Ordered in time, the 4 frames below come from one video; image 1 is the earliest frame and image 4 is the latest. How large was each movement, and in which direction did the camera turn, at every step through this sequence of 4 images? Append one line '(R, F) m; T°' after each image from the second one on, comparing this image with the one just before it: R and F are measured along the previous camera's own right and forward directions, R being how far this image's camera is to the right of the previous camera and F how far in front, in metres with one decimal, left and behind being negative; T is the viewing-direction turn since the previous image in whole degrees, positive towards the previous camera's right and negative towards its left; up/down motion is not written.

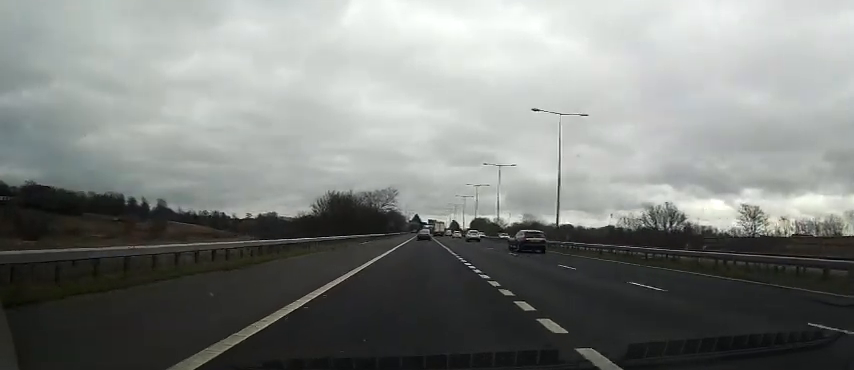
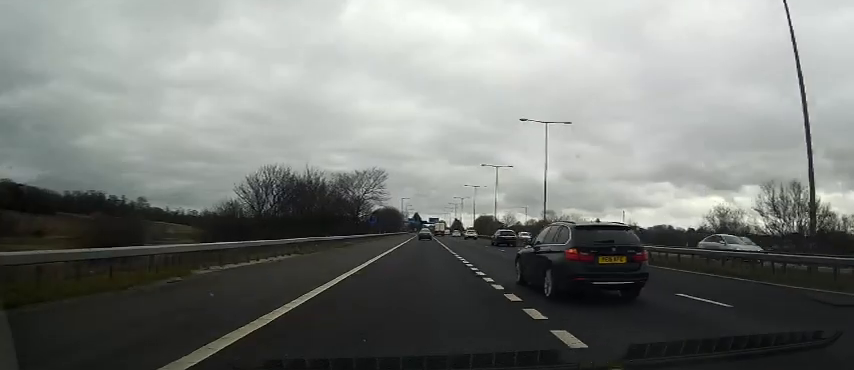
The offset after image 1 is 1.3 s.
(+0.3, +31.5) m; 0°
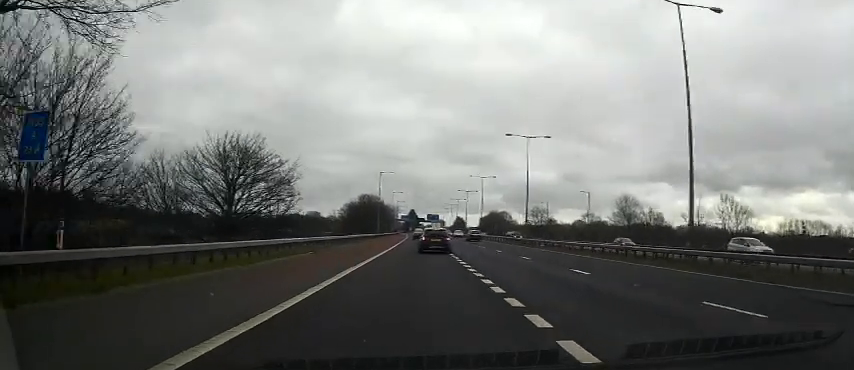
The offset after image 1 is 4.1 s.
(-0.2, +63.4) m; 0°
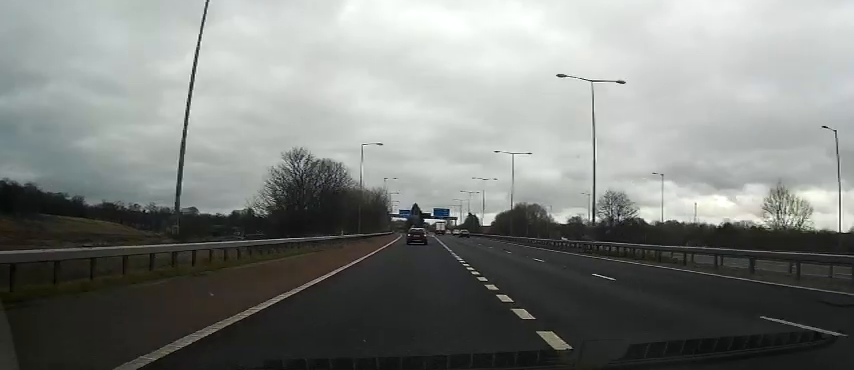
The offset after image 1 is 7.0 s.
(+0.2, +65.0) m; 0°
